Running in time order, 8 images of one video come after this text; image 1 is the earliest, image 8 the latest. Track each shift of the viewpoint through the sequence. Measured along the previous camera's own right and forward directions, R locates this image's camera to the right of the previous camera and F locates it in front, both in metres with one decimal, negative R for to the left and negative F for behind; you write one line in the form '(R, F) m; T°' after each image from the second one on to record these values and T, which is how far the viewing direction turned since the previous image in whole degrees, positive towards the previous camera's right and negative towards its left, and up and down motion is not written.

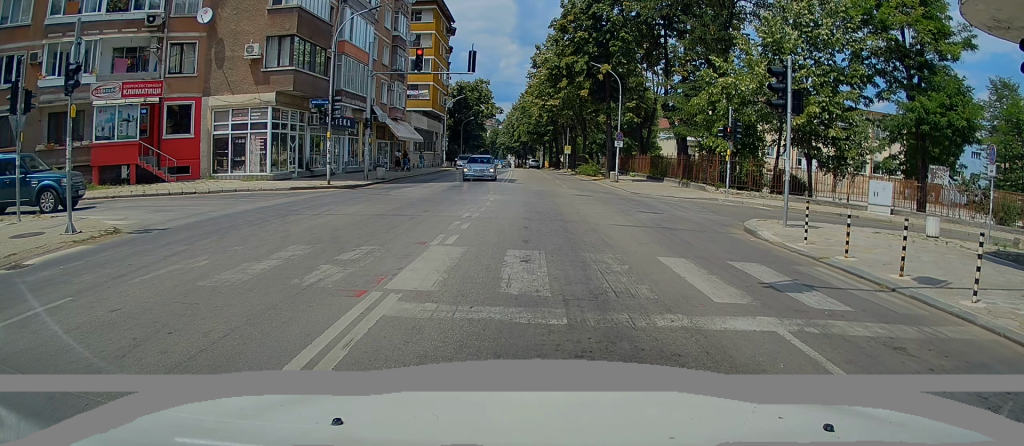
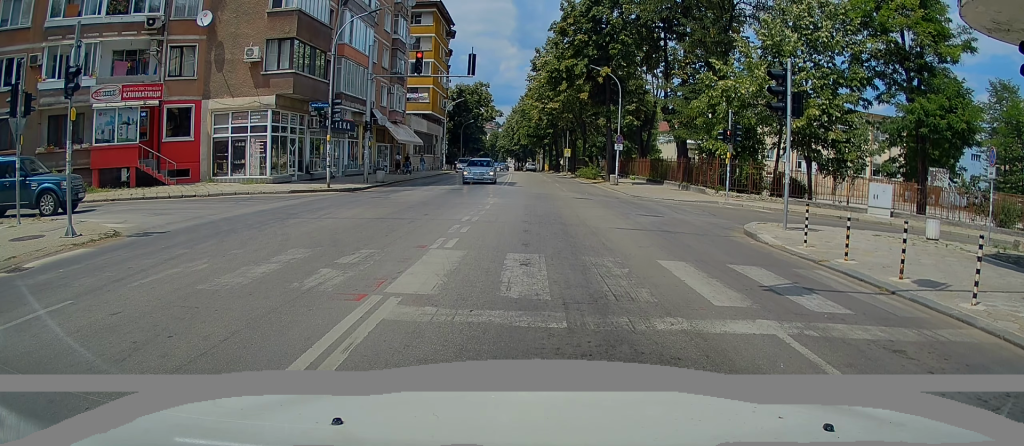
(+0.1, +0.2) m; 0°
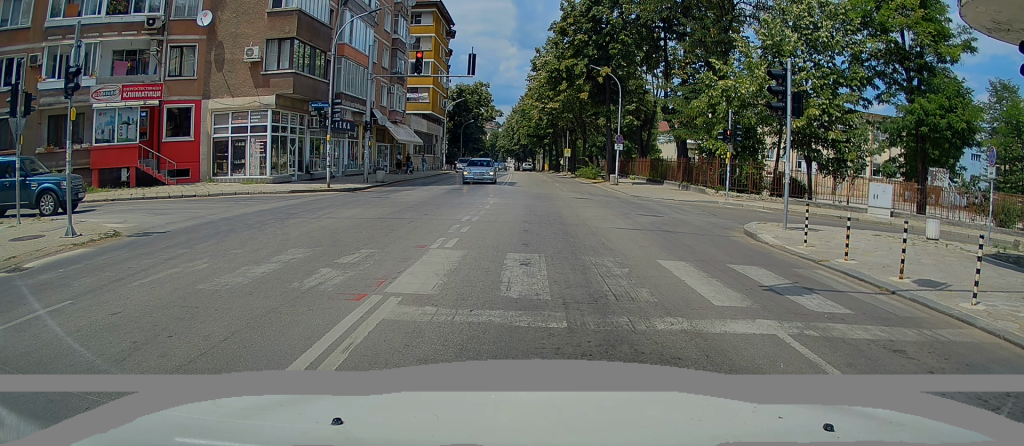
(0.0, 0.0) m; 0°
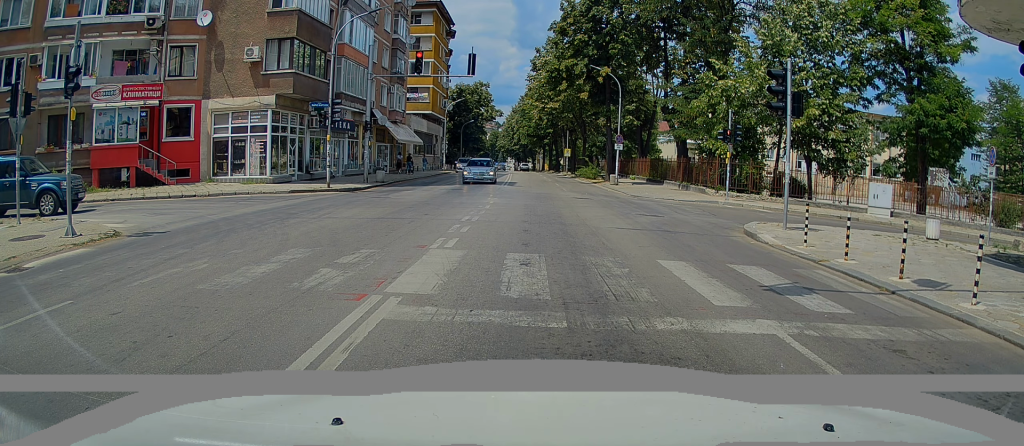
(0.0, 0.0) m; 0°
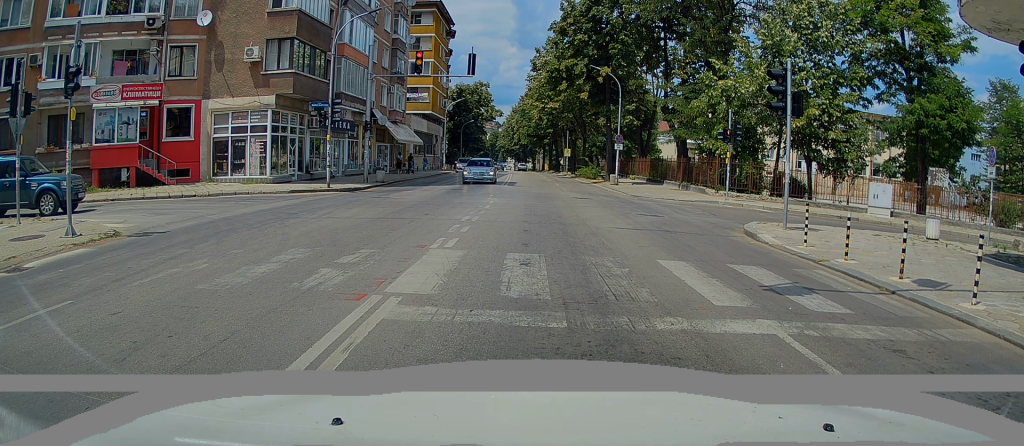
(0.0, 0.0) m; 0°
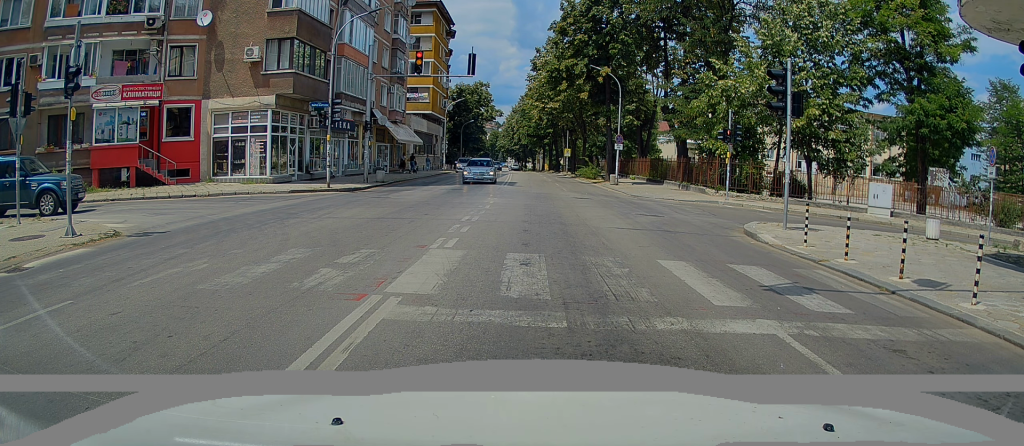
(0.0, 0.0) m; 0°
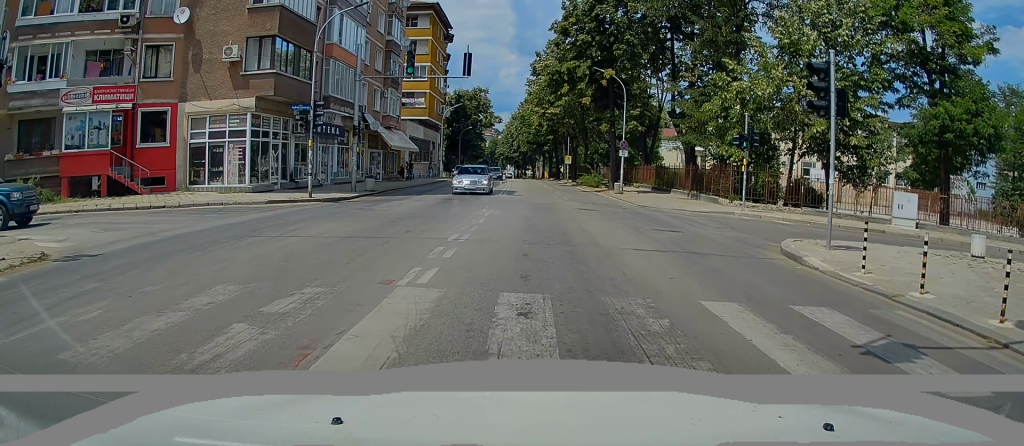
(+0.3, +1.7) m; +2°
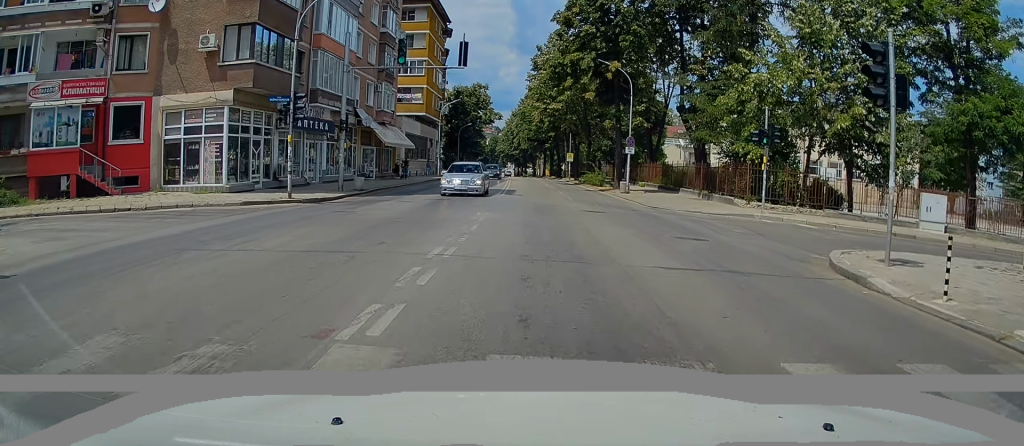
(+0.1, +0.5) m; +6°
